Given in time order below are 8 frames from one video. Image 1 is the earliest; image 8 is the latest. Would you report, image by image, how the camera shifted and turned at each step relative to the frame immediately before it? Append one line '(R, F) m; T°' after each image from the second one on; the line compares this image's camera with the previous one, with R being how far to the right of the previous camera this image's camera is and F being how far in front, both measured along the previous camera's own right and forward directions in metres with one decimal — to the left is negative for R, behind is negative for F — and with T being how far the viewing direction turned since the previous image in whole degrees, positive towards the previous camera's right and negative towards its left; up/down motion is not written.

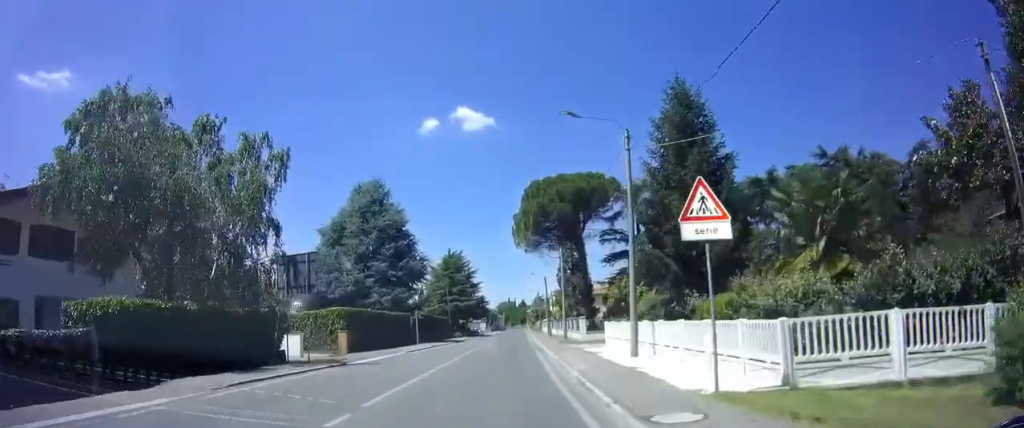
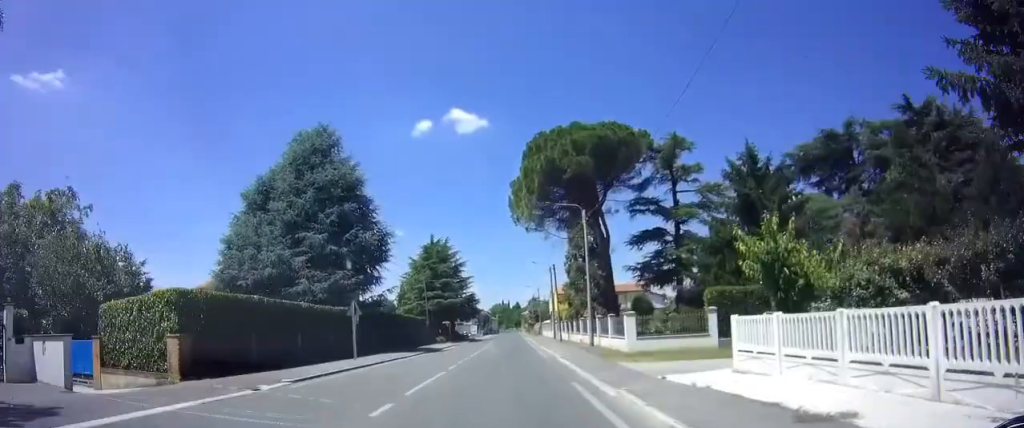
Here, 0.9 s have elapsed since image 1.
(+0.1, +15.4) m; +1°
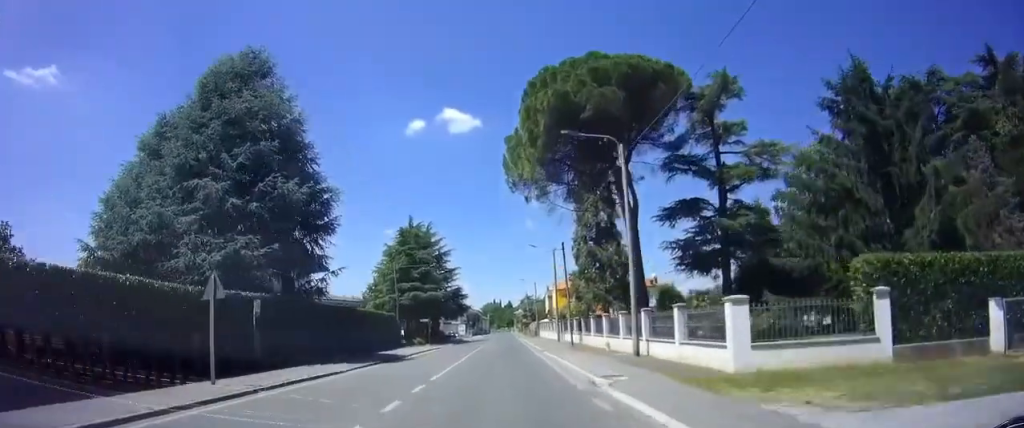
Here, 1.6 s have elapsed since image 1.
(0.0, +11.4) m; +1°
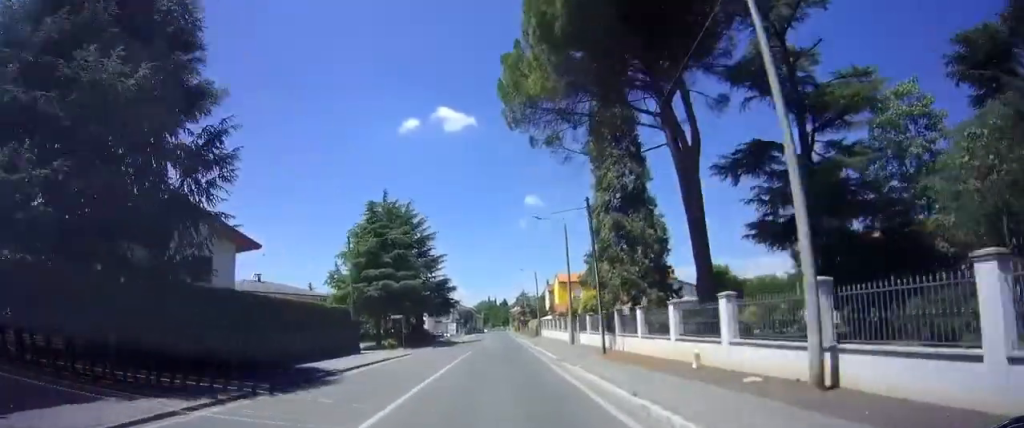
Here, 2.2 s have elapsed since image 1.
(+0.2, +11.4) m; +1°
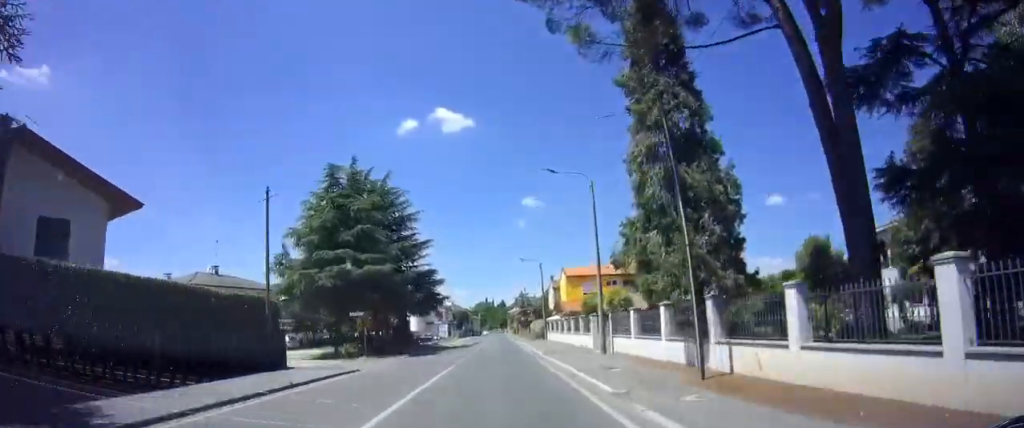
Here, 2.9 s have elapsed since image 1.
(+0.1, +11.4) m; 0°
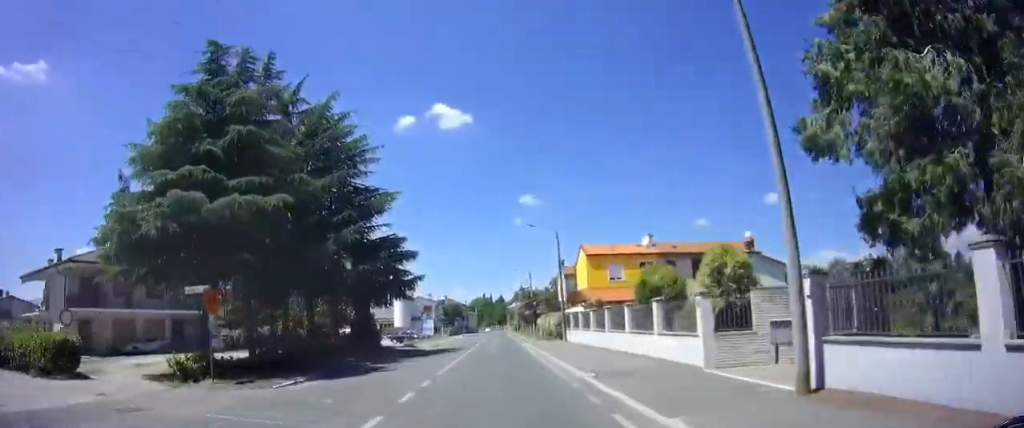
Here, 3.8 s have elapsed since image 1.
(0.0, +16.0) m; -1°
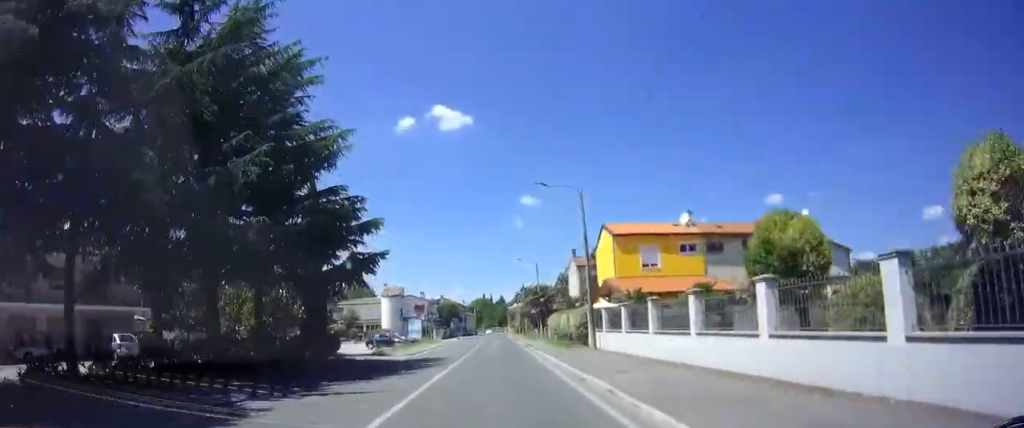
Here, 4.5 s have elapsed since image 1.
(-0.2, +10.9) m; 0°
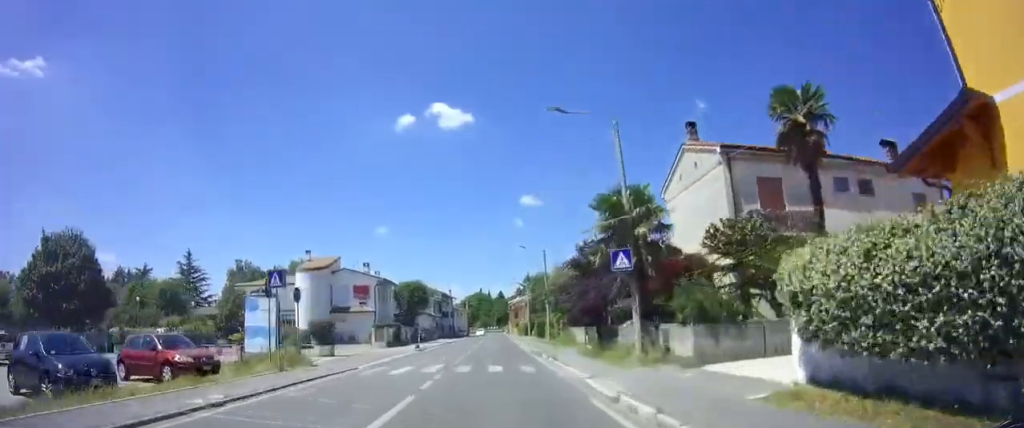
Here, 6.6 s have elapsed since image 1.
(+0.5, +37.9) m; +1°
